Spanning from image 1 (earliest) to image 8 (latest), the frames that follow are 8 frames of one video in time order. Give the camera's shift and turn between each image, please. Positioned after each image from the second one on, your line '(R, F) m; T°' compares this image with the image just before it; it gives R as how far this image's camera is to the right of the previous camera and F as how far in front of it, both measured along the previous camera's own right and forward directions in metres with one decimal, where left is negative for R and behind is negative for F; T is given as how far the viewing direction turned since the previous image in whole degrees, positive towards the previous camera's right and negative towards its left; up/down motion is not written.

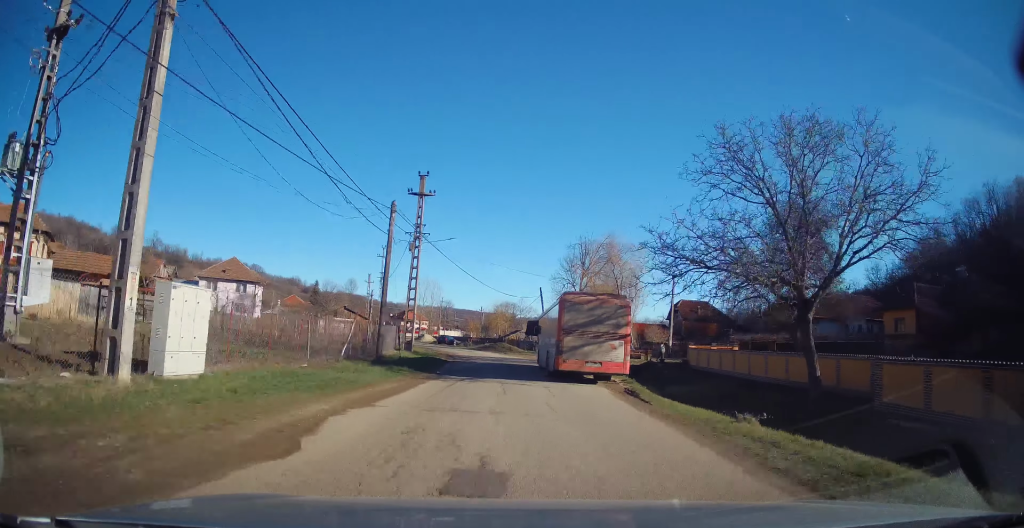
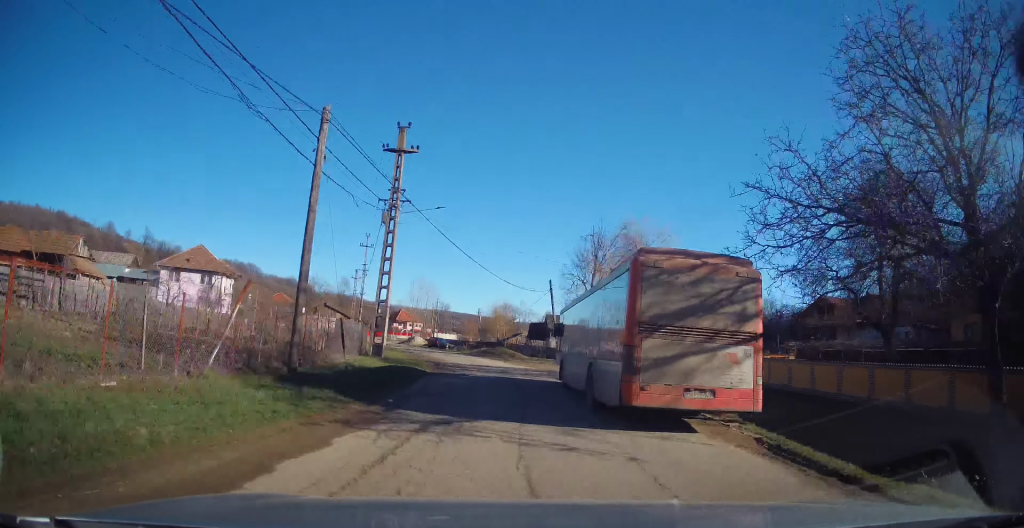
(-0.4, +9.1) m; 0°
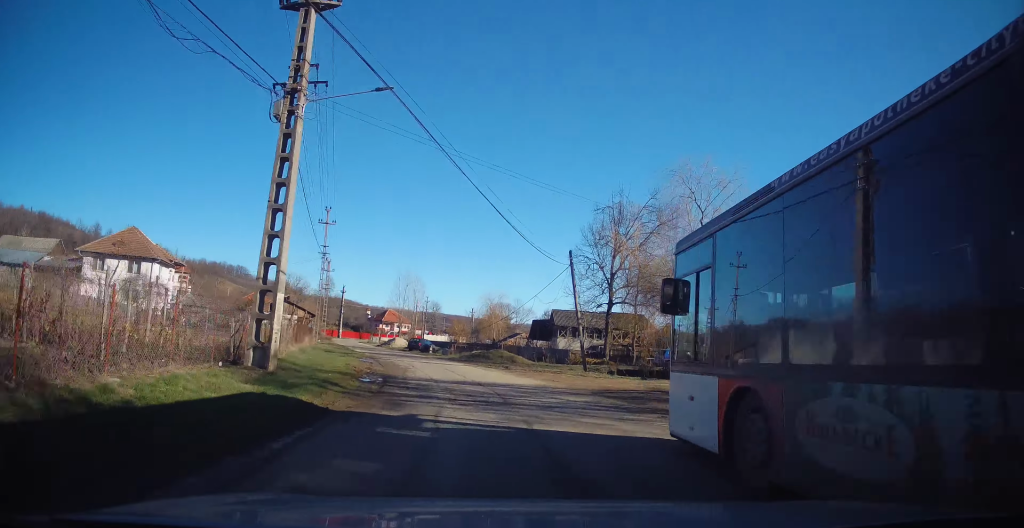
(+0.1, +13.5) m; +1°
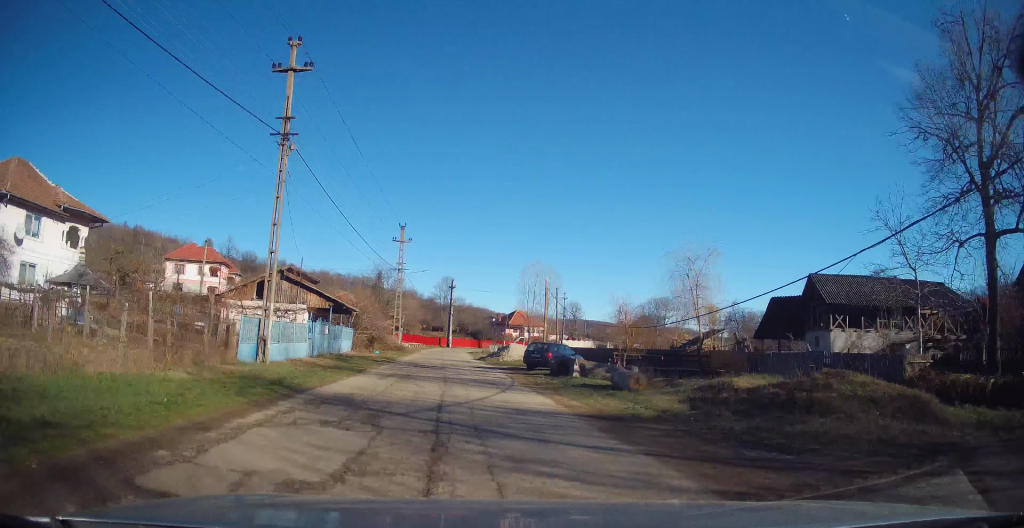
(-2.1, +31.9) m; -11°
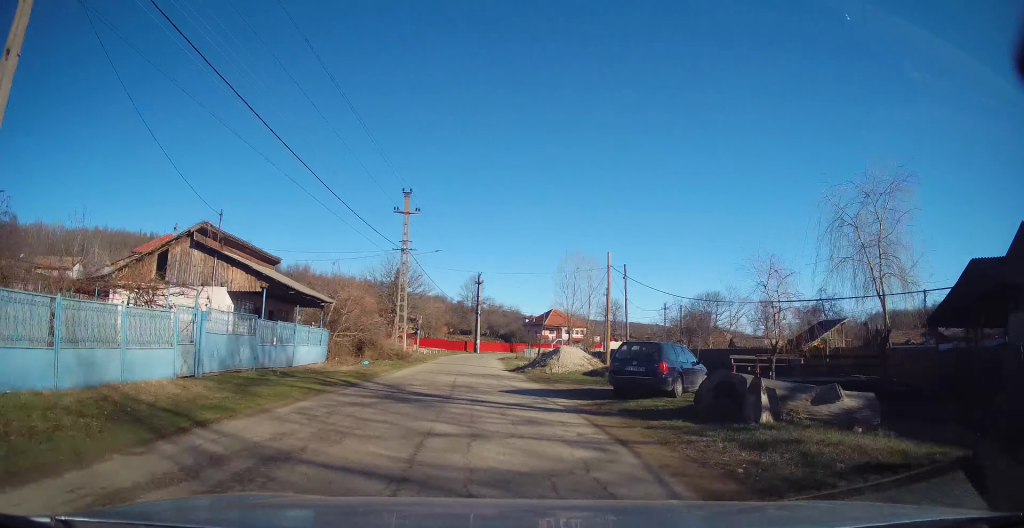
(-0.5, +13.3) m; -4°
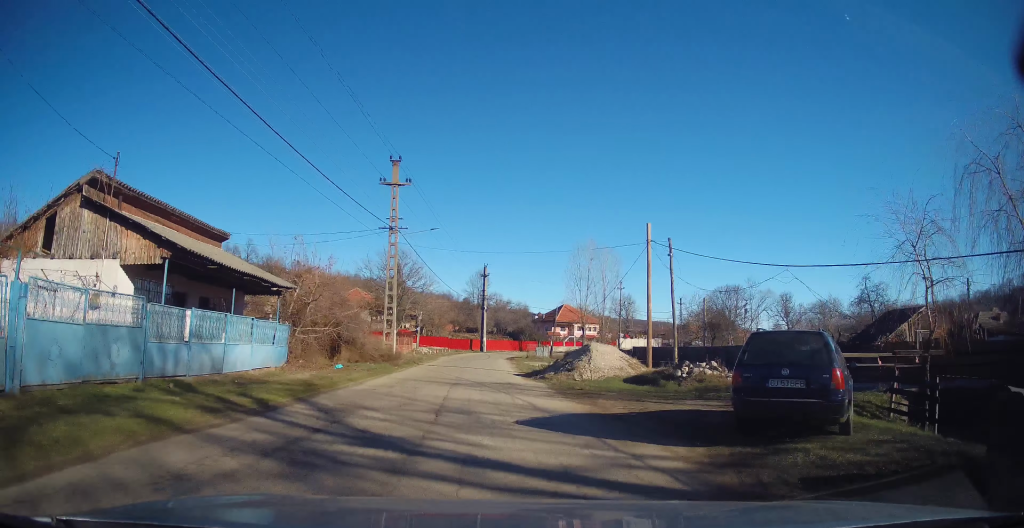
(-0.2, +6.5) m; -1°
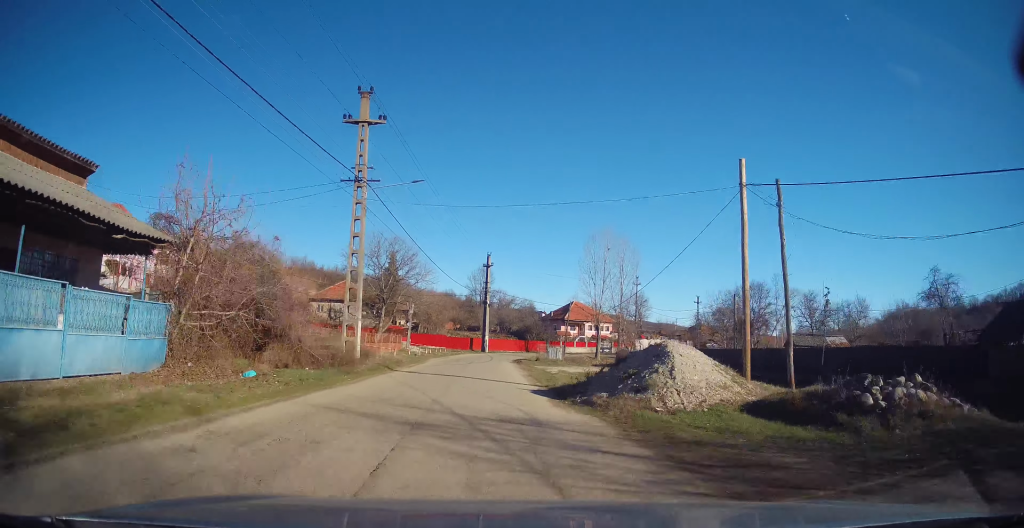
(-0.2, +8.9) m; -1°
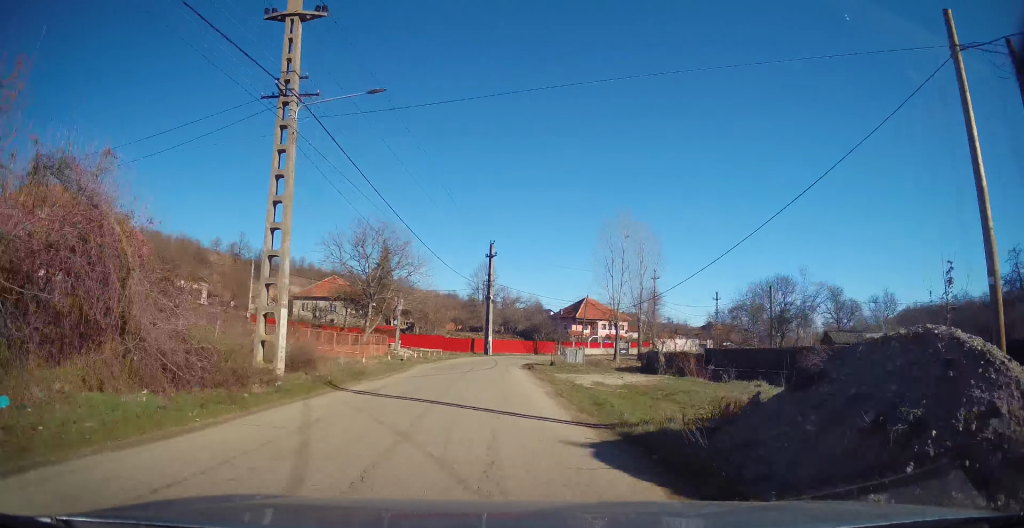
(0.0, +8.5) m; 0°
